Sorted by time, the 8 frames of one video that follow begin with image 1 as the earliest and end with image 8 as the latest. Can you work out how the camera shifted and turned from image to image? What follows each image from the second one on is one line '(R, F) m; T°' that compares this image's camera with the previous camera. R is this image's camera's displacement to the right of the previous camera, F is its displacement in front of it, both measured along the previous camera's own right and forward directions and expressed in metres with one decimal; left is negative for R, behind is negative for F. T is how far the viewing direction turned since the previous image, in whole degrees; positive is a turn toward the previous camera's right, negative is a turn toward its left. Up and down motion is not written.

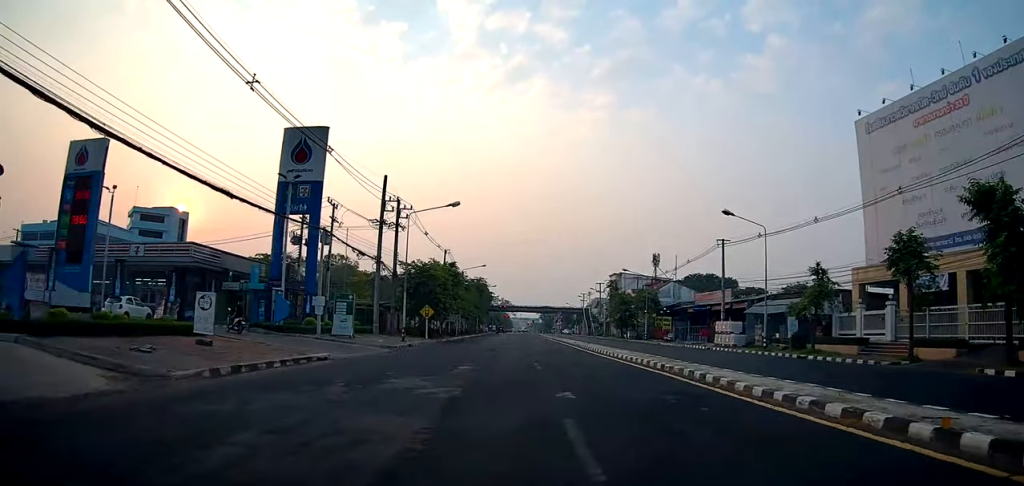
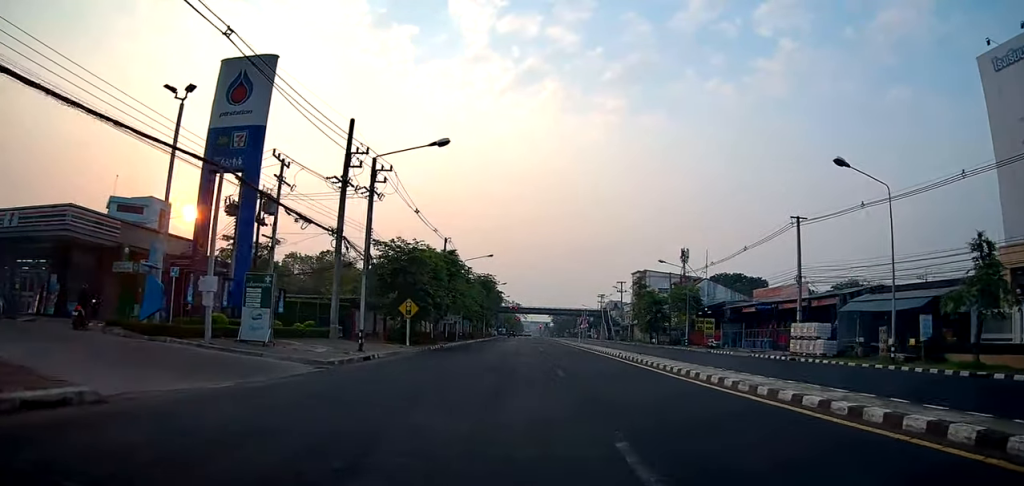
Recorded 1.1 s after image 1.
(-0.3, +13.0) m; -2°
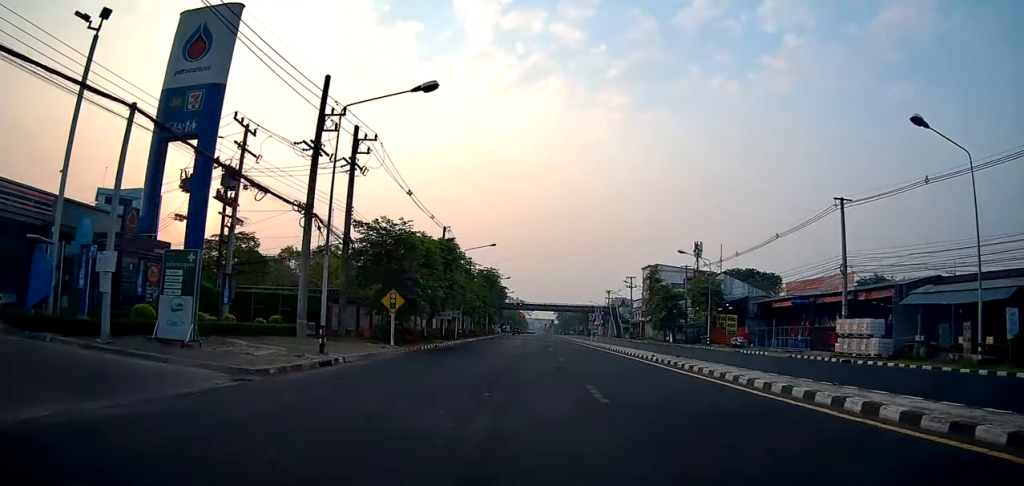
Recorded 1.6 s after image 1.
(0.0, +5.6) m; -1°
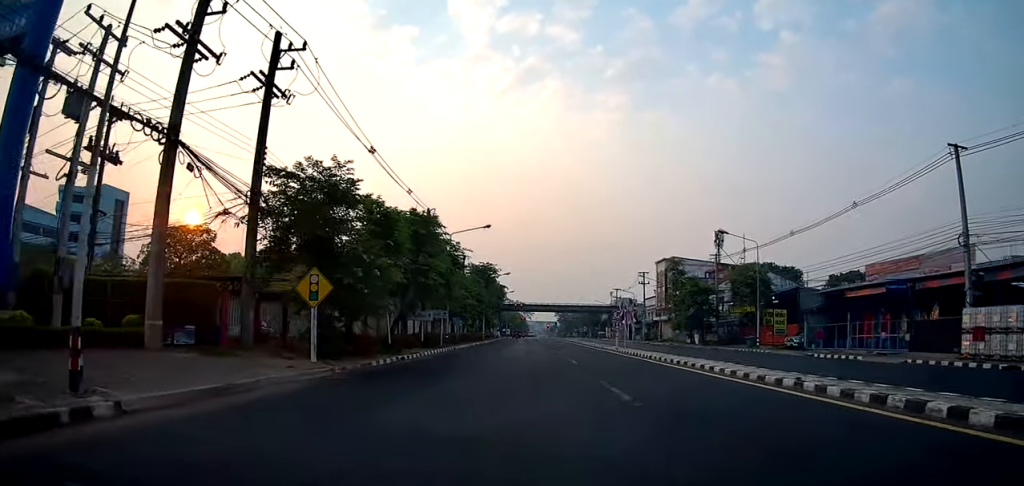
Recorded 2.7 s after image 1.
(-0.1, +11.5) m; -1°
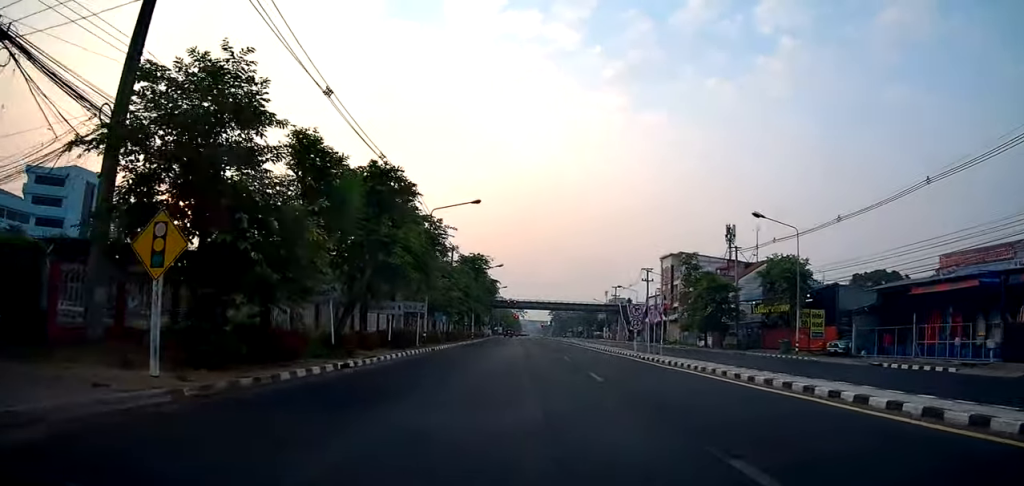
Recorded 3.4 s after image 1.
(-0.1, +7.8) m; 0°
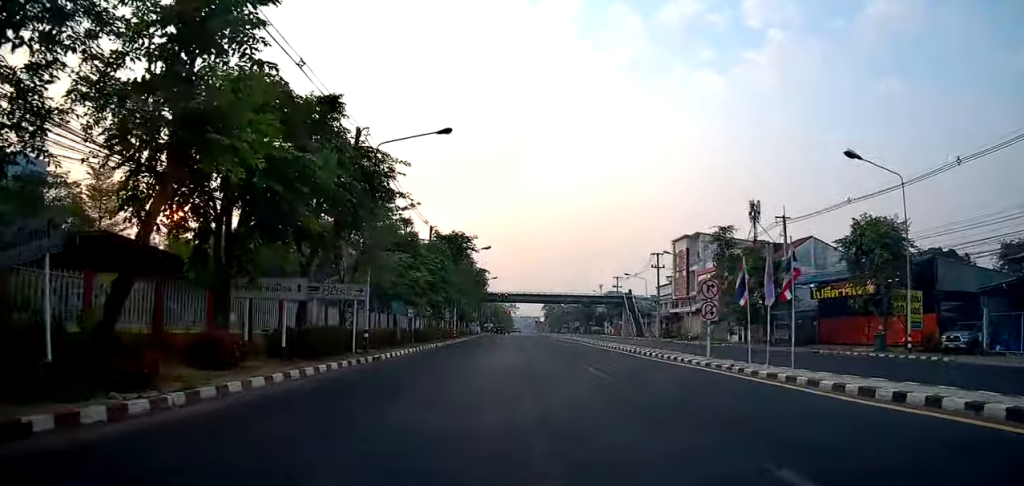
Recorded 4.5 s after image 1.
(+0.1, +12.8) m; +1°
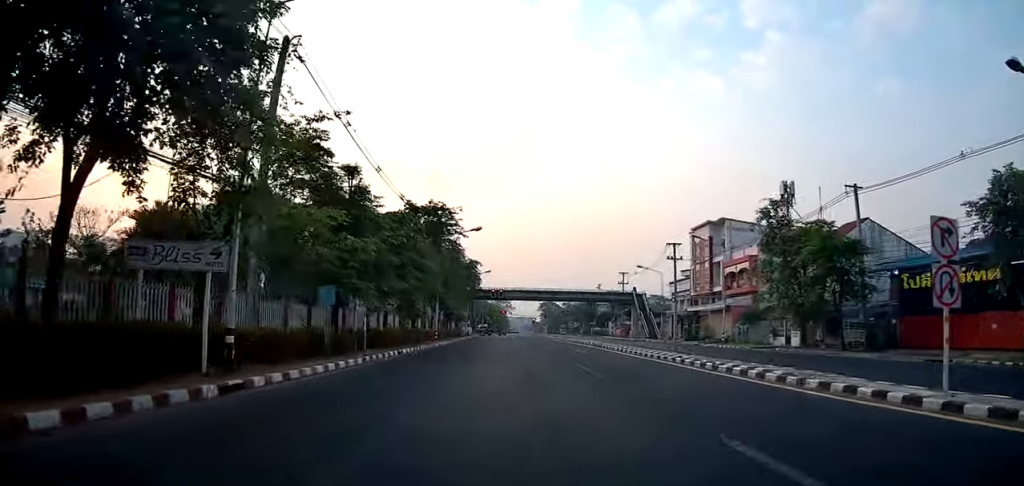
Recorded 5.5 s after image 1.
(+0.1, +11.1) m; 0°
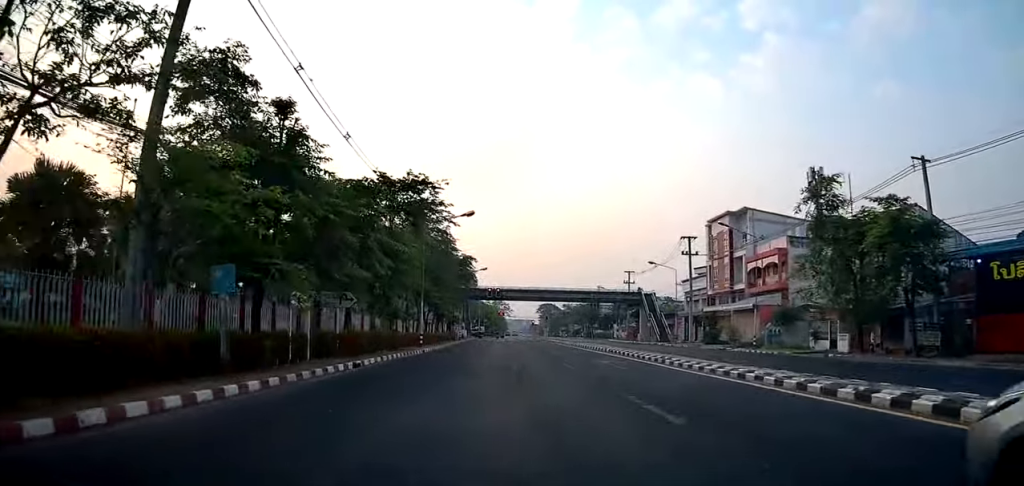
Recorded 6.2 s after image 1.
(-0.1, +7.3) m; 0°
